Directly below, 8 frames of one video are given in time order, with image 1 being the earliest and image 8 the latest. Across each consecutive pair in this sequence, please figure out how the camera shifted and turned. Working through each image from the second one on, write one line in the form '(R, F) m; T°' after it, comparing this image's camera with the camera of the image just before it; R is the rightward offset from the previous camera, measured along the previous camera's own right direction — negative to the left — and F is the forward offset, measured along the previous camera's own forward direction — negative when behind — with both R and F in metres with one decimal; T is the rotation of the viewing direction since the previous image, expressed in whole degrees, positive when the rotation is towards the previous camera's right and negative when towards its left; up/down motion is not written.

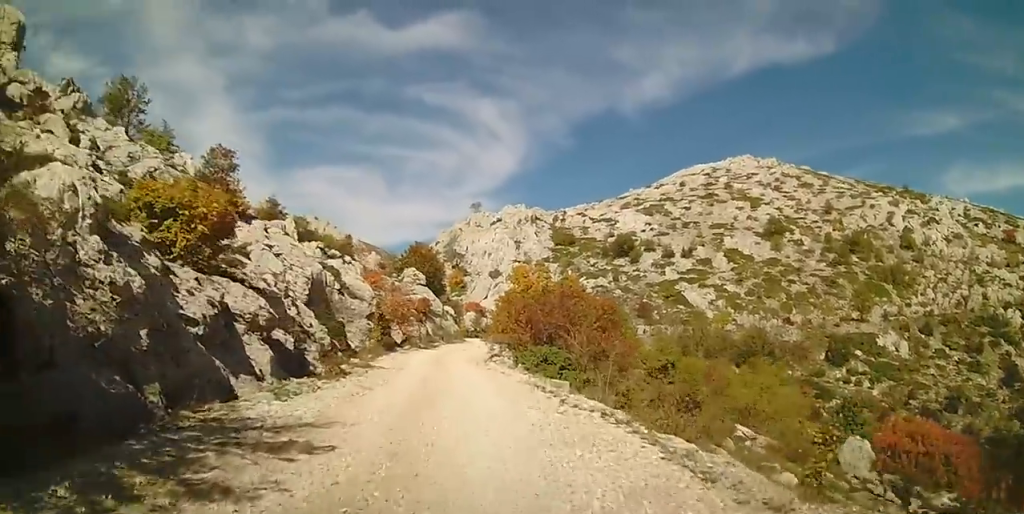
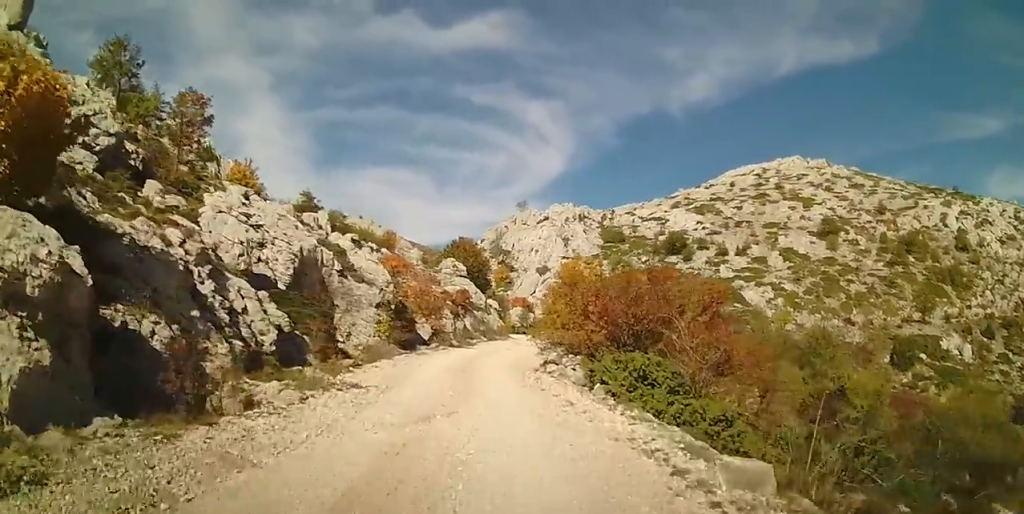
(-0.3, +8.1) m; -6°
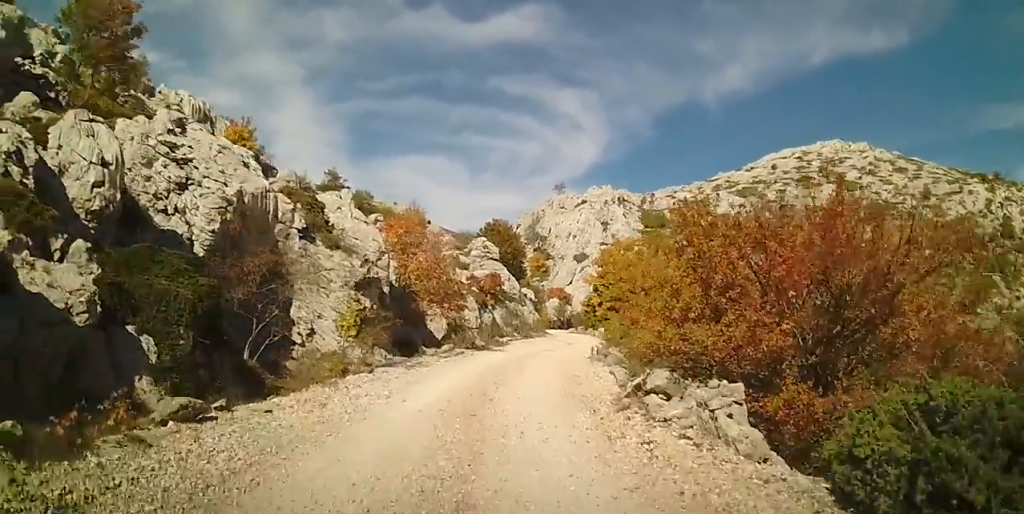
(-0.6, +8.2) m; -5°
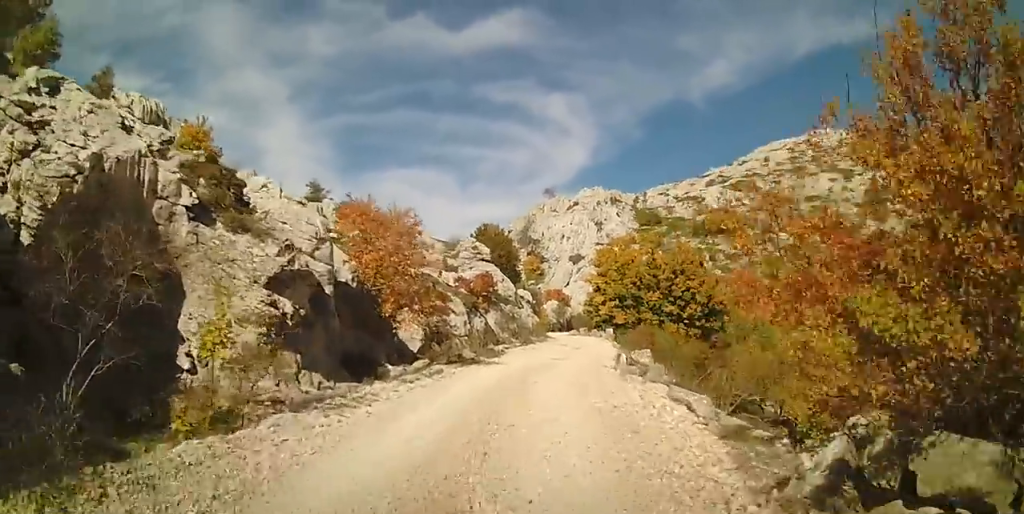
(0.0, +5.5) m; +3°
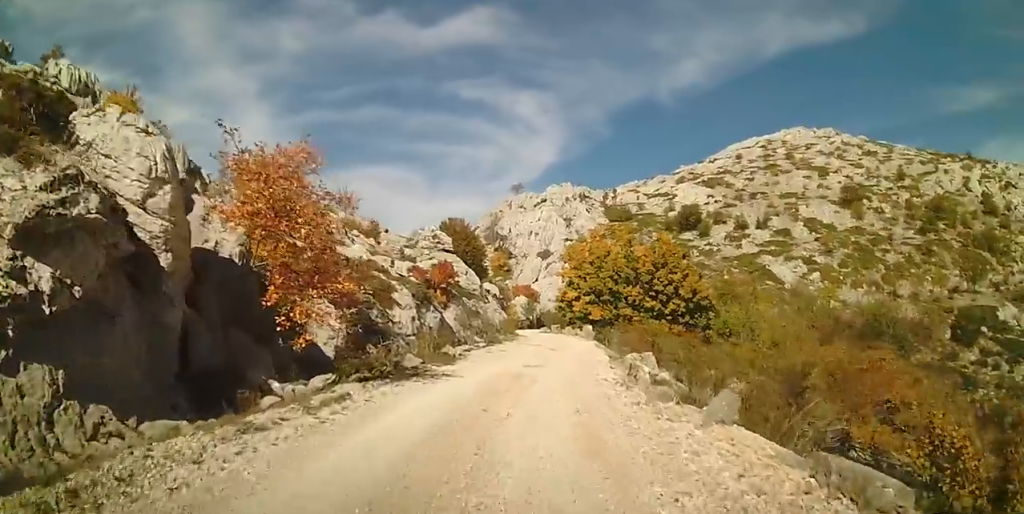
(+0.3, +5.6) m; +3°
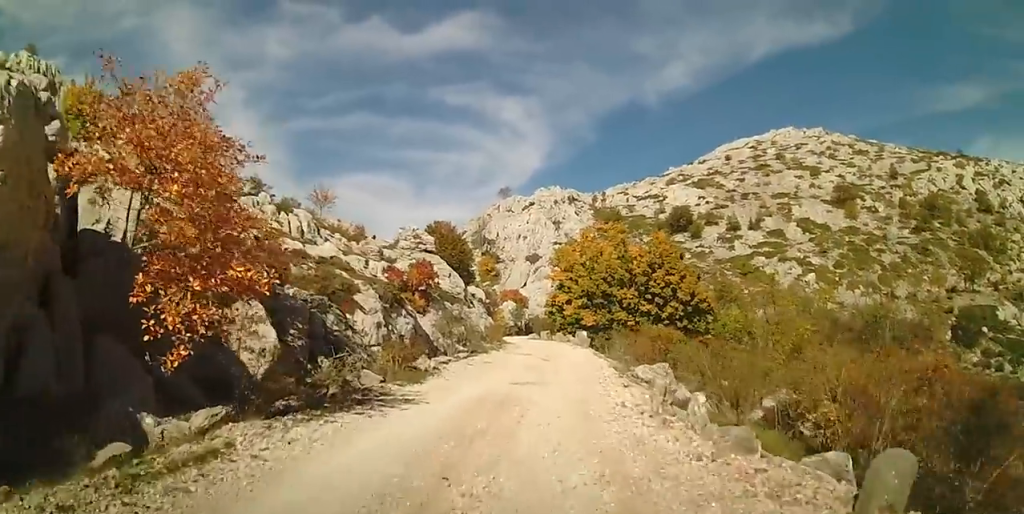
(0.0, +3.3) m; +2°
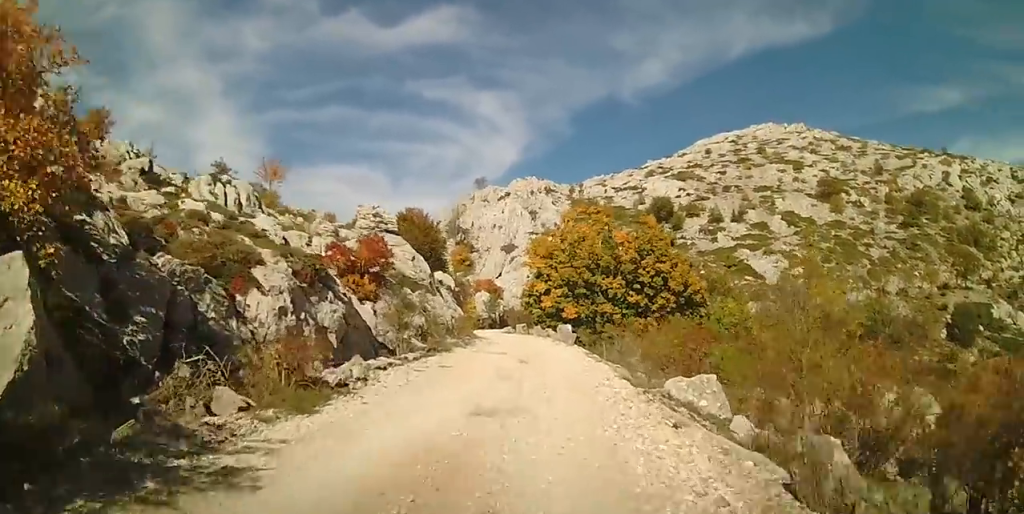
(0.0, +5.4) m; +2°
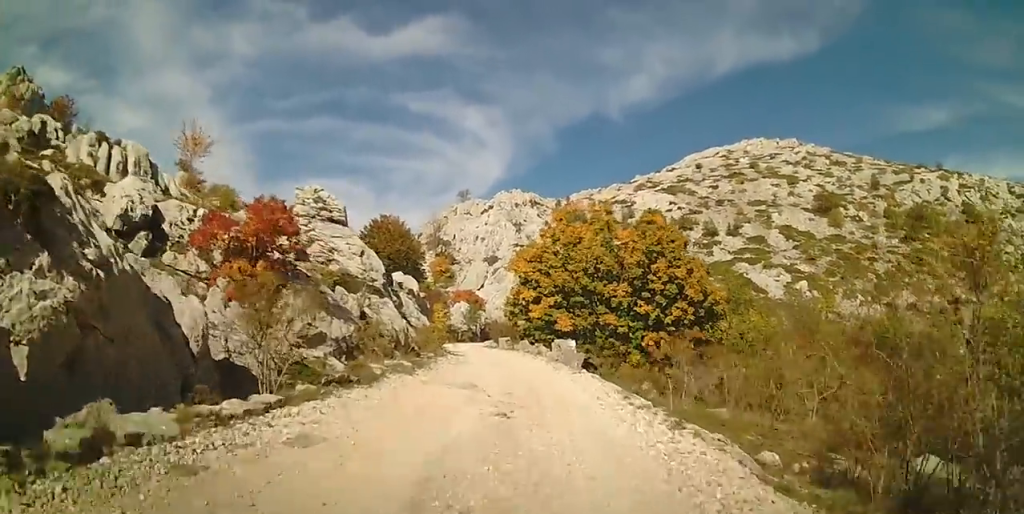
(+0.4, +9.2) m; +2°
